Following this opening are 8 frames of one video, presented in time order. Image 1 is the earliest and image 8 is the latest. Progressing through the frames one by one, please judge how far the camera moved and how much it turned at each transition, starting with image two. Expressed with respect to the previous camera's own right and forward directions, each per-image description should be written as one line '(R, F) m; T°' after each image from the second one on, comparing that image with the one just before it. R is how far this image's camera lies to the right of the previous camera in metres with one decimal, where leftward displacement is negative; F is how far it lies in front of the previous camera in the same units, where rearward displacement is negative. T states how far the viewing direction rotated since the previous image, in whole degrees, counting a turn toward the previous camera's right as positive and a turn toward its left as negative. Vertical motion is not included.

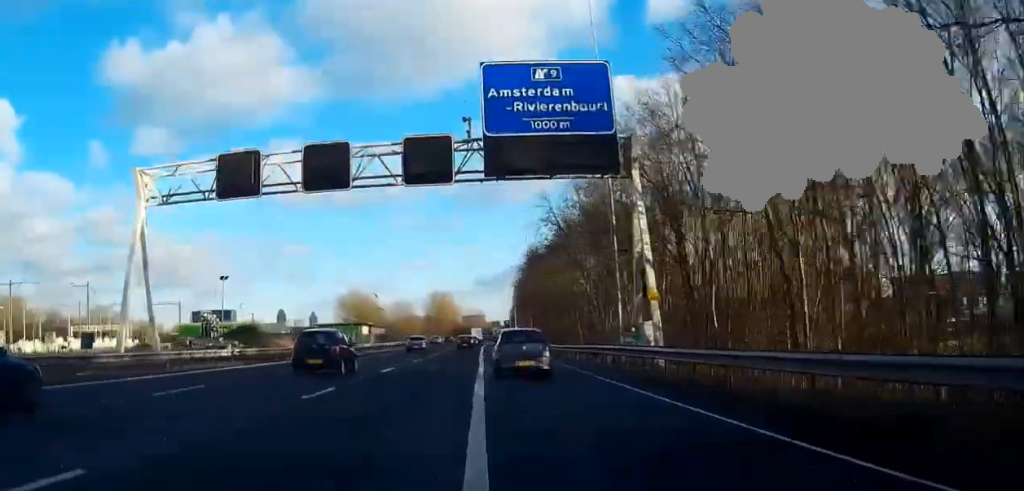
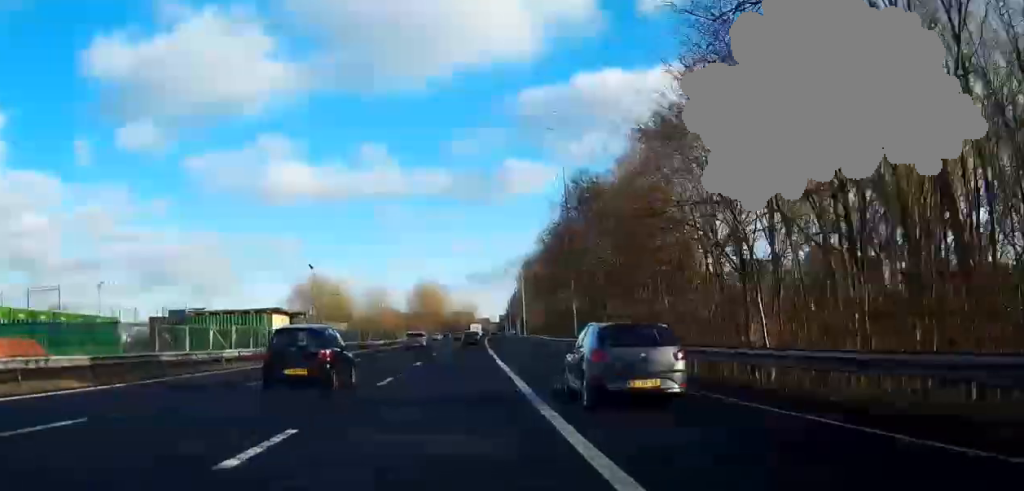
(0.0, +44.2) m; 0°
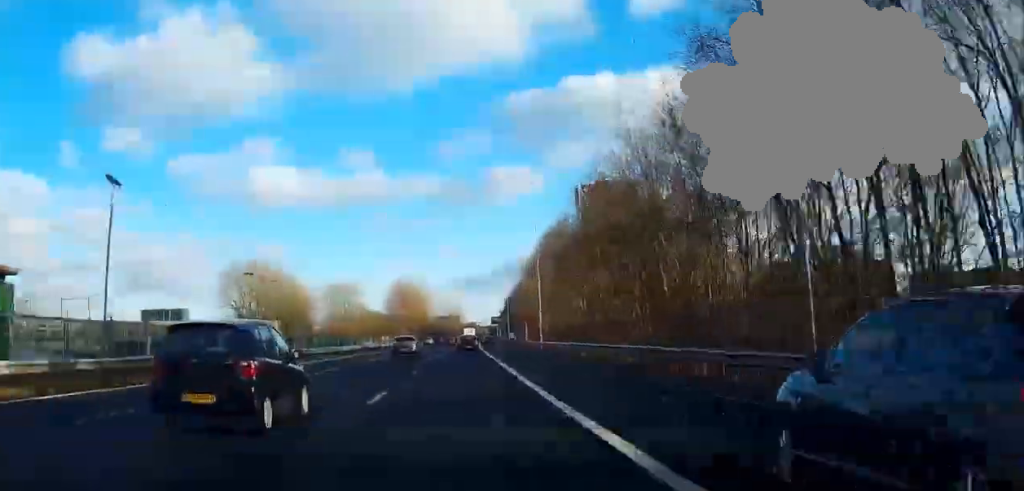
(+0.4, +40.0) m; +1°
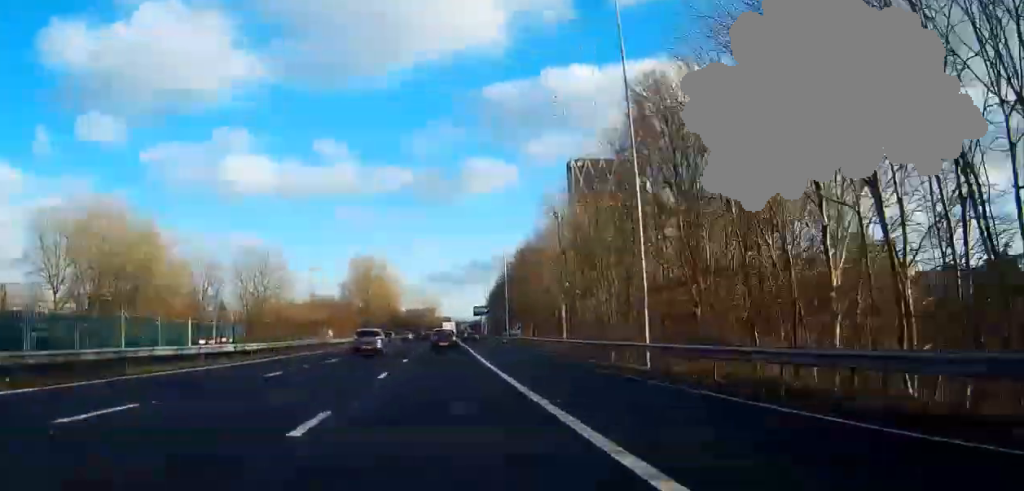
(+0.6, +51.2) m; +2°
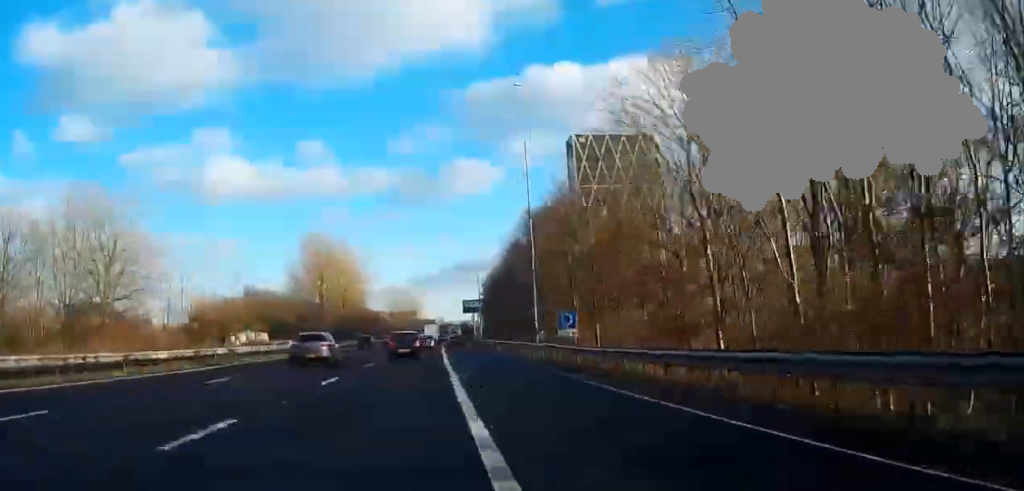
(+0.9, +48.5) m; +1°
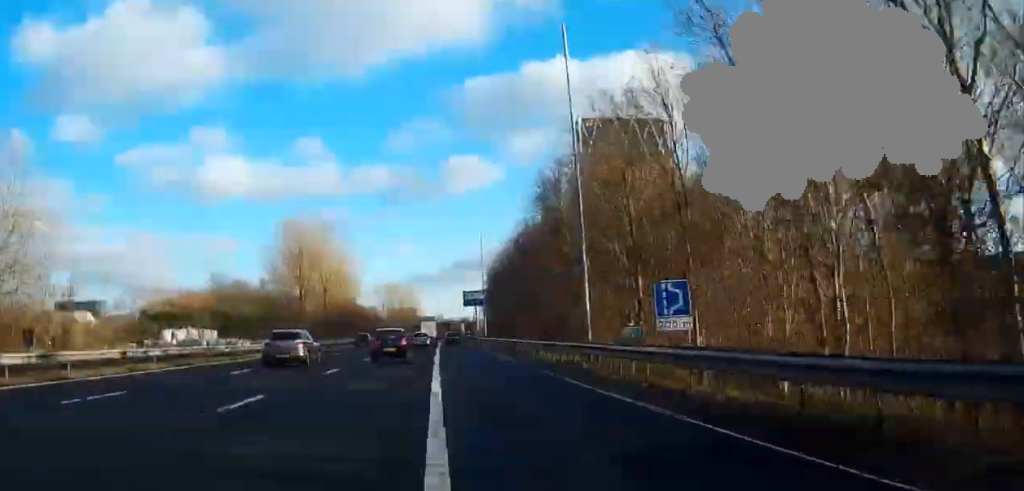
(0.0, +19.7) m; 0°
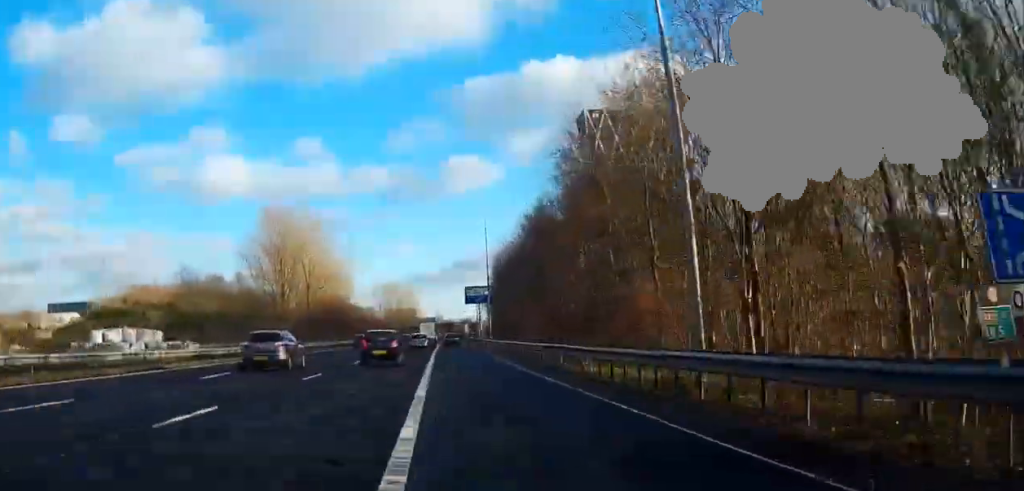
(0.0, +14.1) m; 0°
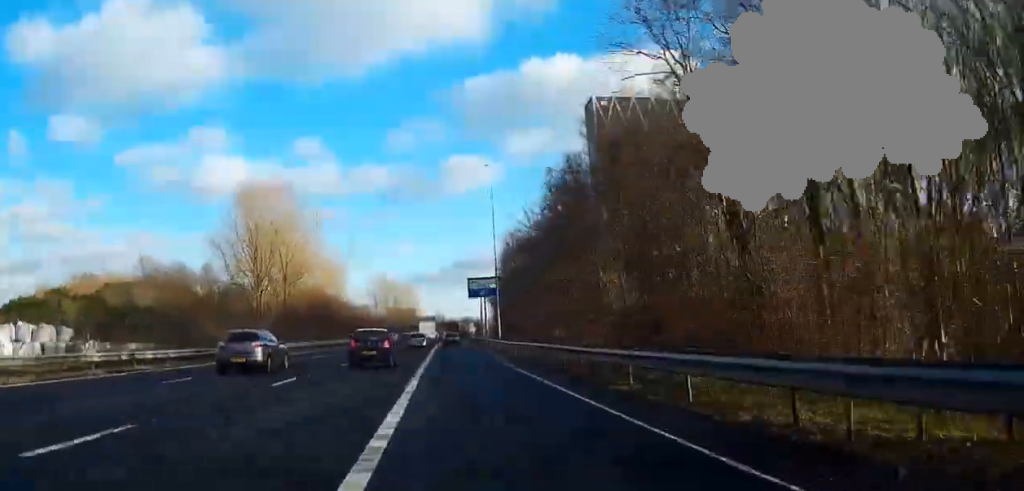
(0.0, +15.1) m; 0°
